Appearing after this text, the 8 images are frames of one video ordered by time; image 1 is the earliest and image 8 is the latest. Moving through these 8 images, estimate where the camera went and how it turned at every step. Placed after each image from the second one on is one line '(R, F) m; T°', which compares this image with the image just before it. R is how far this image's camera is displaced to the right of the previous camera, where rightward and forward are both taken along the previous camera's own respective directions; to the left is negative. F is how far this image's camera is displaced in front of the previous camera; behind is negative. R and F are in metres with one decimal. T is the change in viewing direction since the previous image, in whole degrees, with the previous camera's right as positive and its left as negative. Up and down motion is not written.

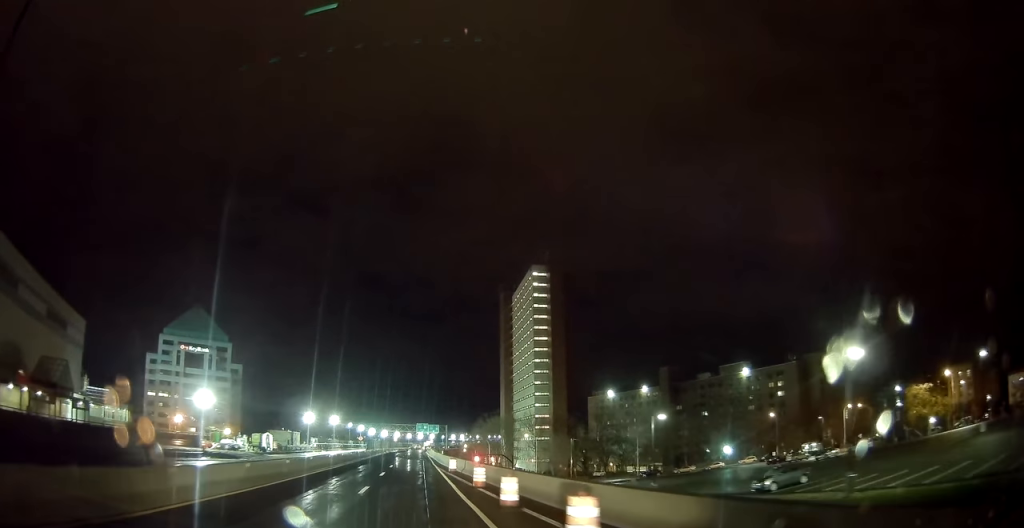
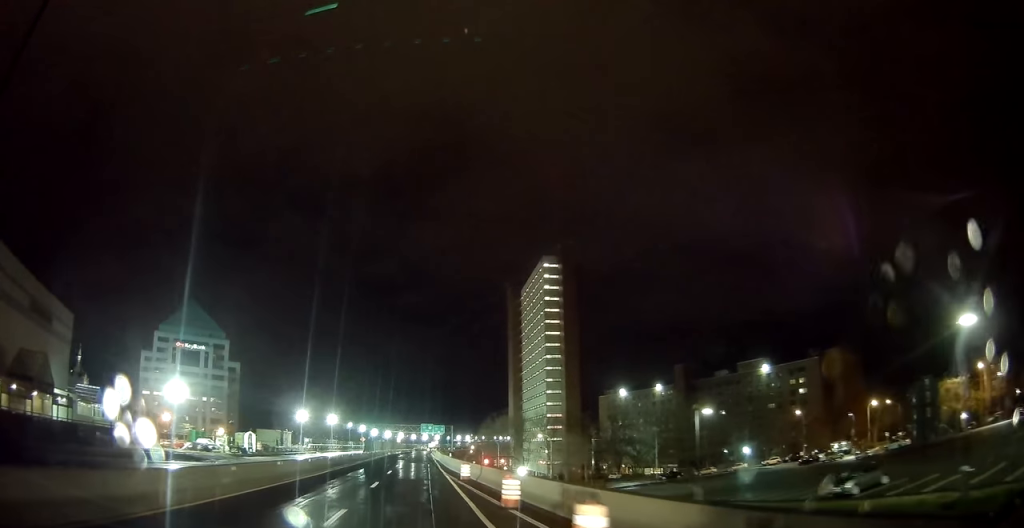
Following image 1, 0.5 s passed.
(-0.2, +8.0) m; 0°
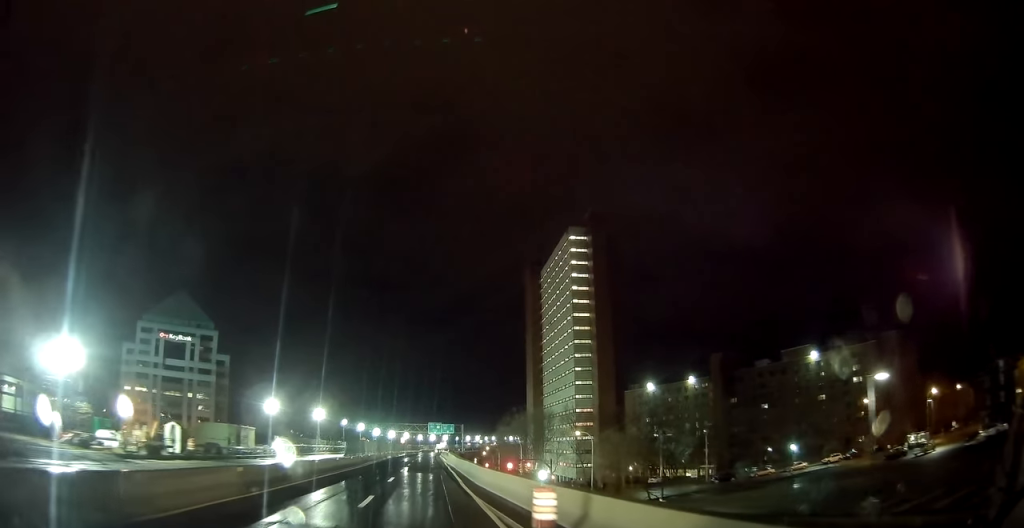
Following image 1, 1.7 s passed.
(+0.3, +19.4) m; +1°
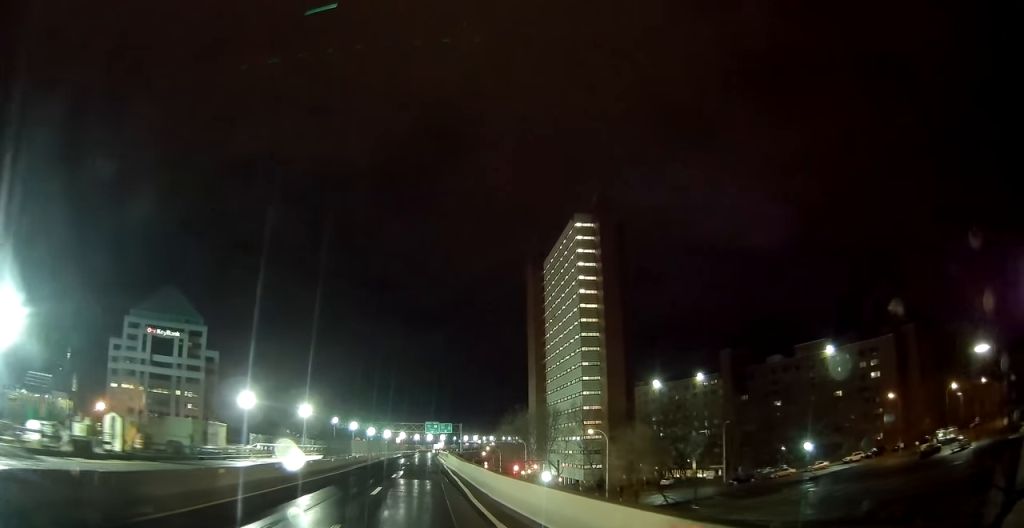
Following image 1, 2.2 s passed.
(0.0, +7.3) m; 0°
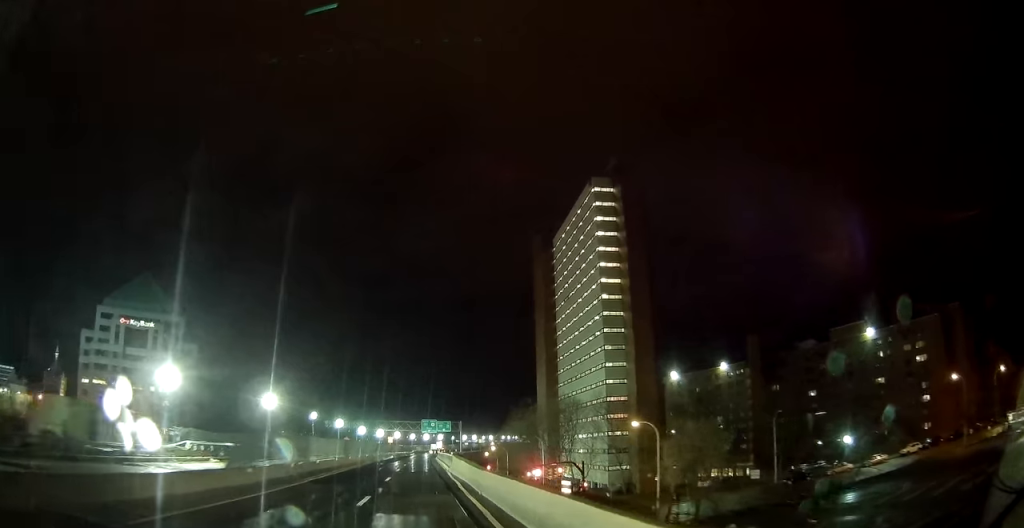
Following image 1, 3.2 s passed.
(-0.1, +15.8) m; -1°
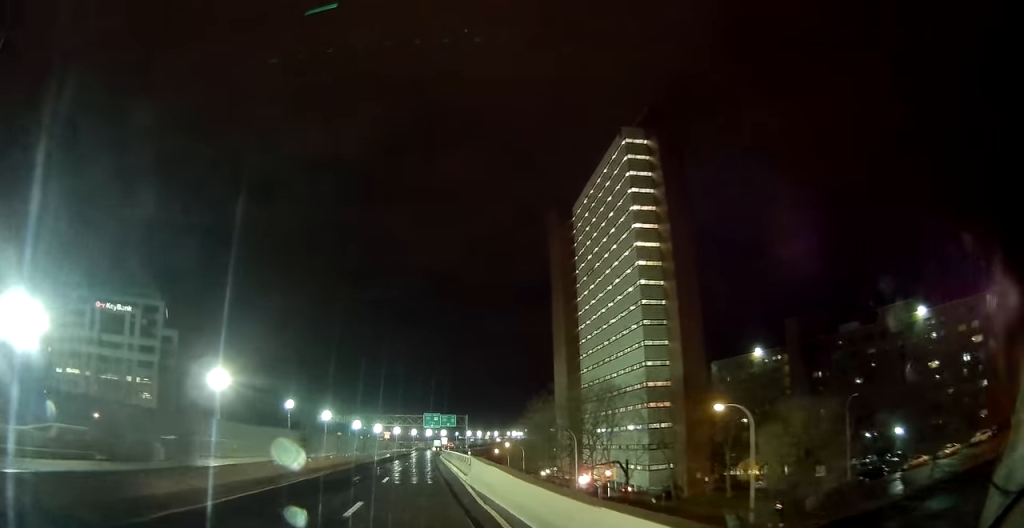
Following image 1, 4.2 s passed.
(-0.2, +15.6) m; 0°
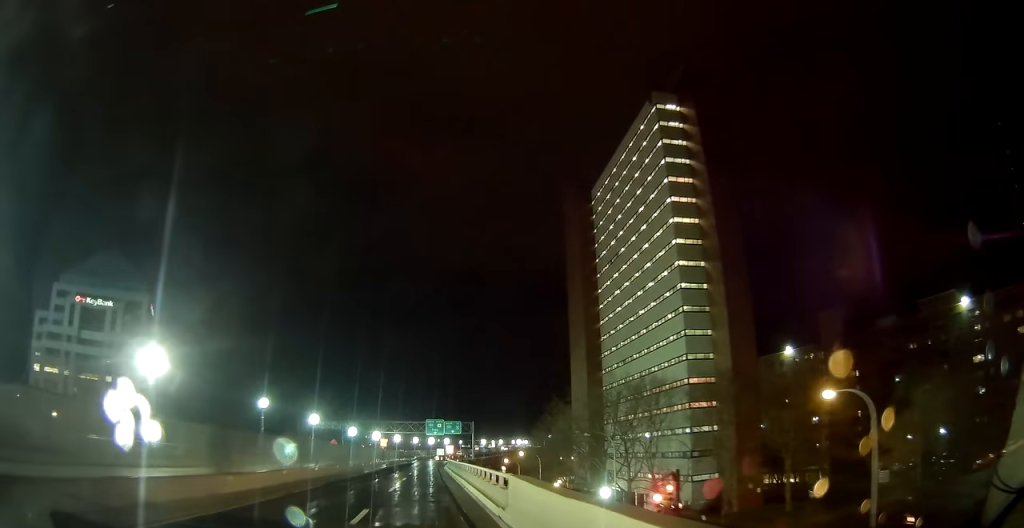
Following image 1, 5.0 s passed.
(+0.1, +11.6) m; 0°
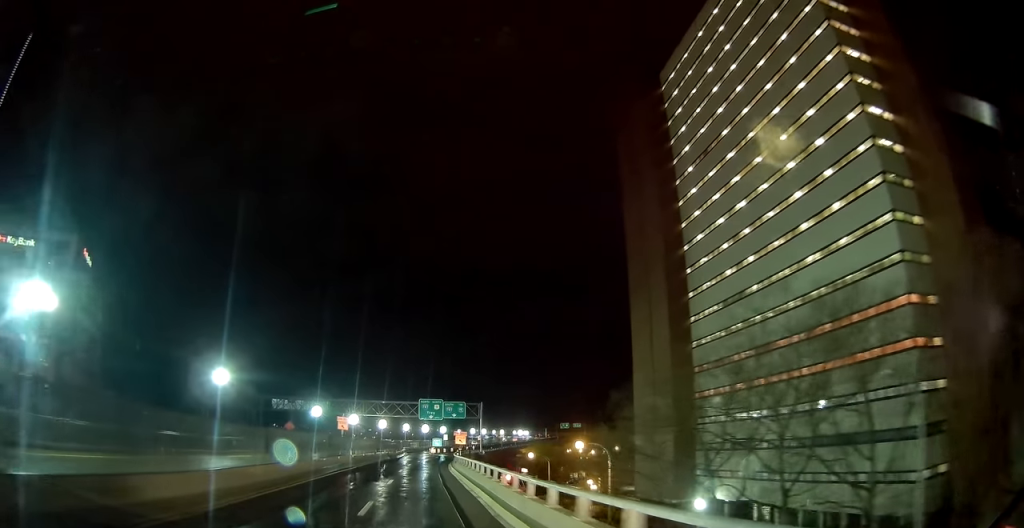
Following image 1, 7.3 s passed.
(+0.2, +33.7) m; +1°
